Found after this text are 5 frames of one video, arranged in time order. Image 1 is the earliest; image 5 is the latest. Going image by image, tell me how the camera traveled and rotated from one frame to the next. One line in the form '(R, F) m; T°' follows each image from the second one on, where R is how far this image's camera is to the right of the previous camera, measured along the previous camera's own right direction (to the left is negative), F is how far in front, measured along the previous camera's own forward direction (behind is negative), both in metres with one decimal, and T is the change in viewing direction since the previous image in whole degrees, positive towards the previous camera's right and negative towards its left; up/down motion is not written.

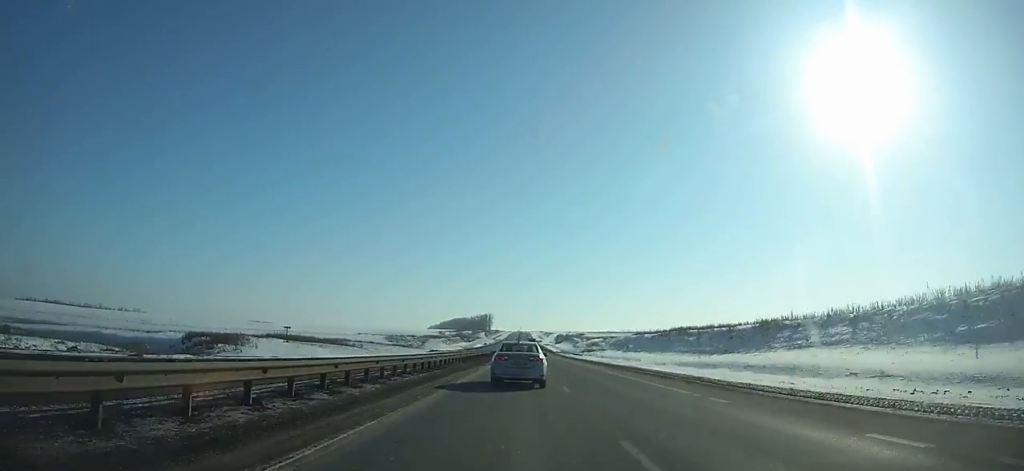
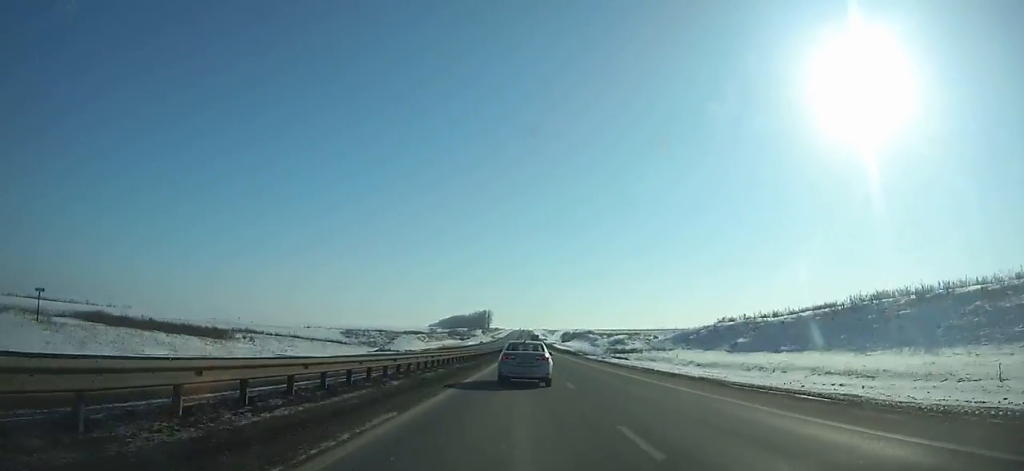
(0.0, +58.5) m; 0°
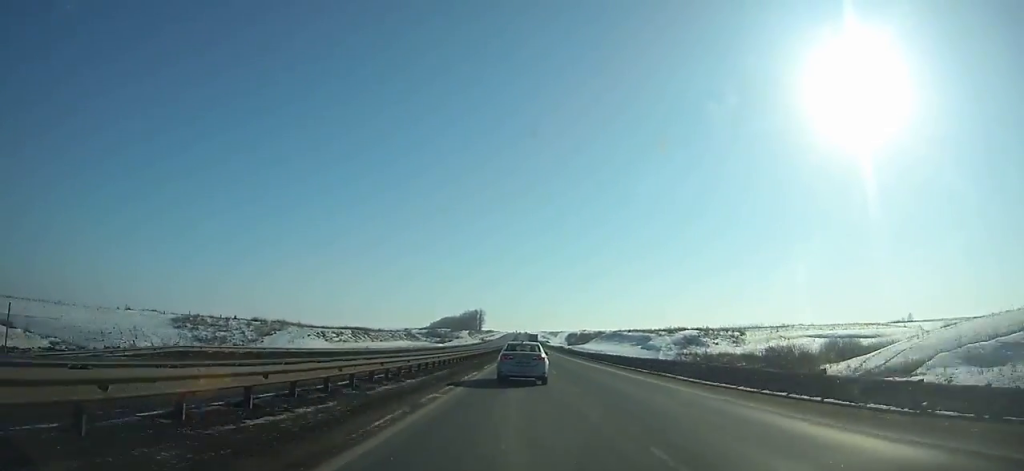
(0.0, +86.1) m; 0°
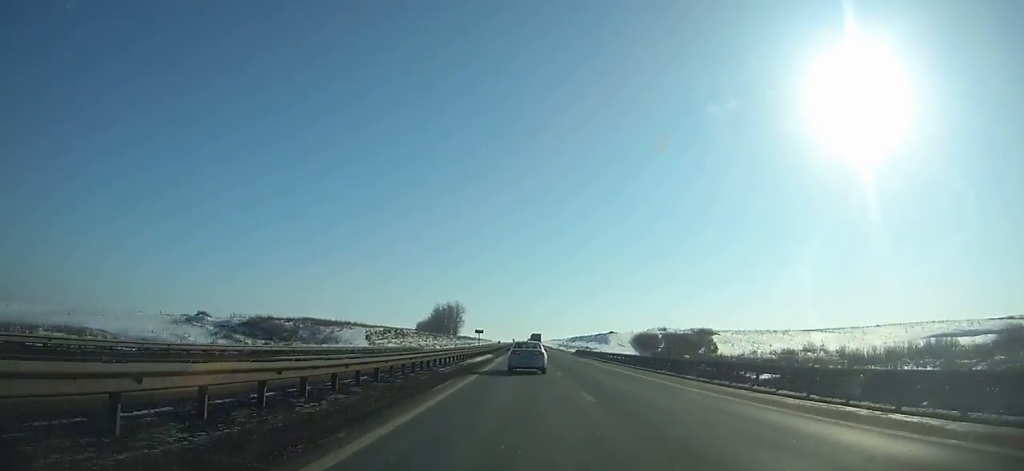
(-0.2, +231.7) m; 0°
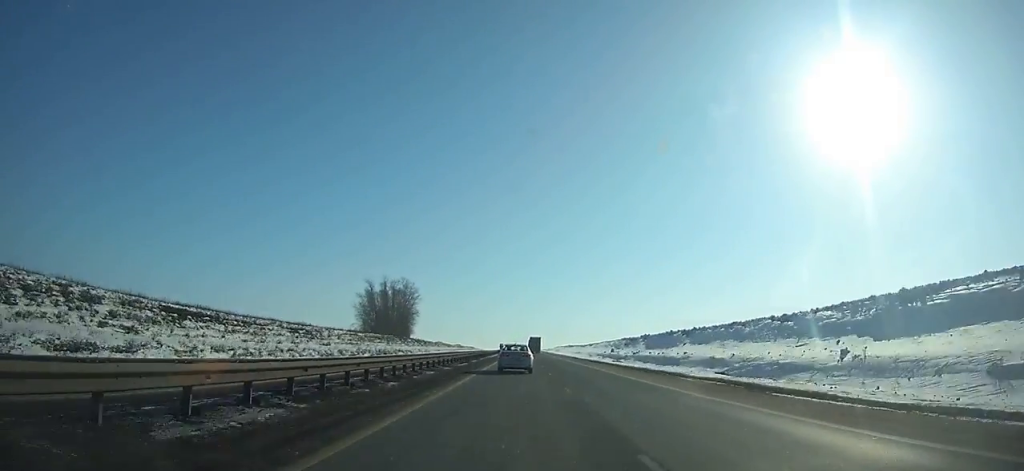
(+0.8, +165.0) m; 0°
